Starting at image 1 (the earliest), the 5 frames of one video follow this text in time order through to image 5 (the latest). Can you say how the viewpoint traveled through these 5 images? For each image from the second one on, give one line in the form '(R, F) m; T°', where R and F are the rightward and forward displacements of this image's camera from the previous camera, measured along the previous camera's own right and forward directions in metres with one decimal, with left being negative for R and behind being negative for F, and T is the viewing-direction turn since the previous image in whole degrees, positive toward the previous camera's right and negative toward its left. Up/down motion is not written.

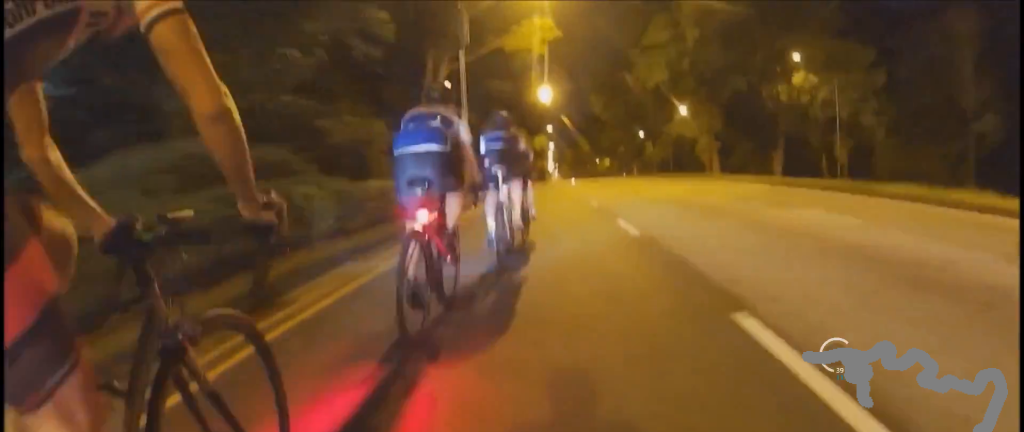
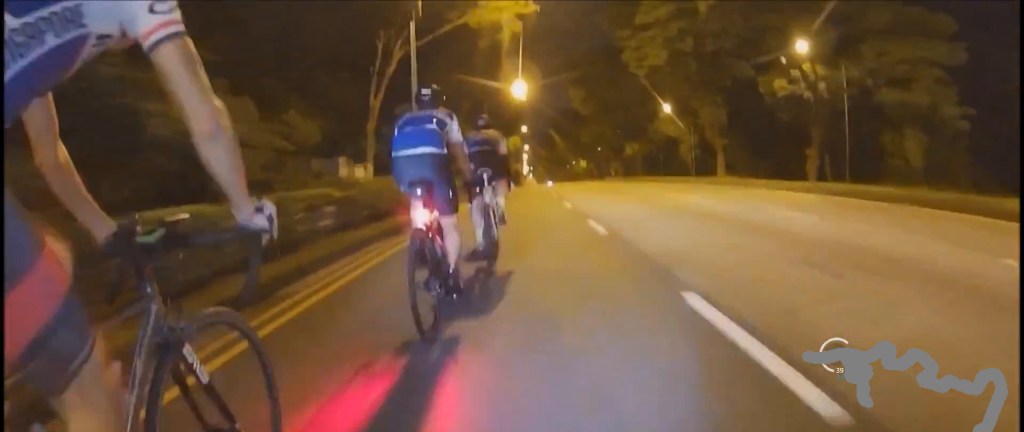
(+0.2, +5.6) m; 0°
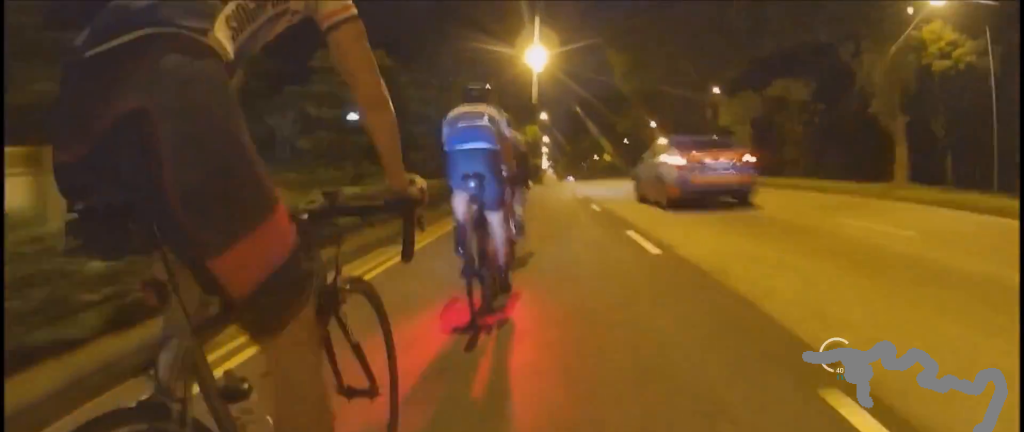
(-0.2, +14.1) m; 0°
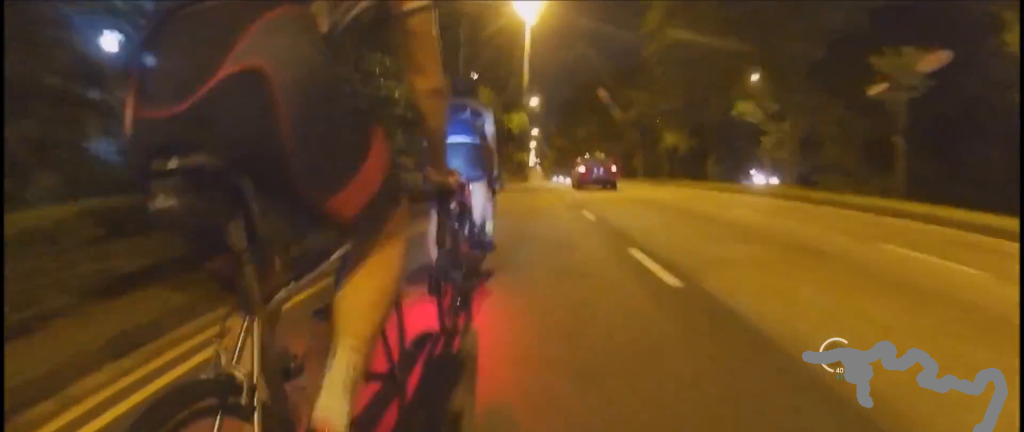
(-0.3, +13.8) m; -8°
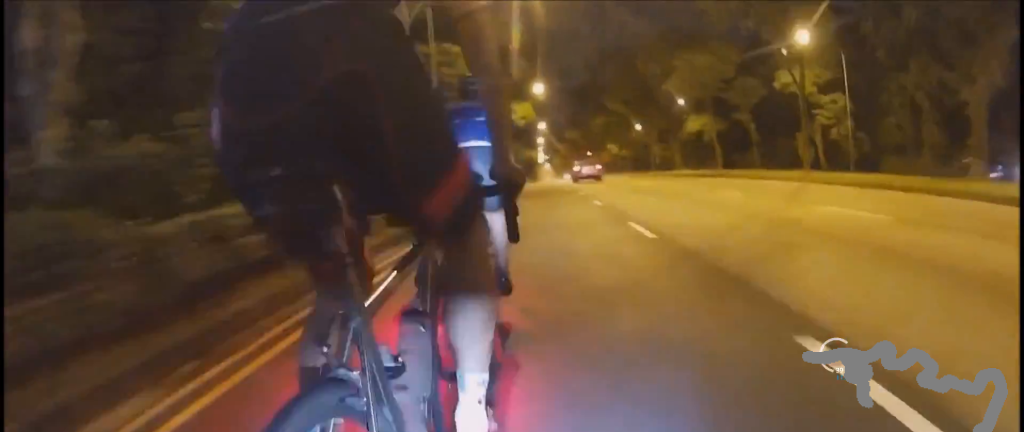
(-1.3, +9.9) m; -1°
